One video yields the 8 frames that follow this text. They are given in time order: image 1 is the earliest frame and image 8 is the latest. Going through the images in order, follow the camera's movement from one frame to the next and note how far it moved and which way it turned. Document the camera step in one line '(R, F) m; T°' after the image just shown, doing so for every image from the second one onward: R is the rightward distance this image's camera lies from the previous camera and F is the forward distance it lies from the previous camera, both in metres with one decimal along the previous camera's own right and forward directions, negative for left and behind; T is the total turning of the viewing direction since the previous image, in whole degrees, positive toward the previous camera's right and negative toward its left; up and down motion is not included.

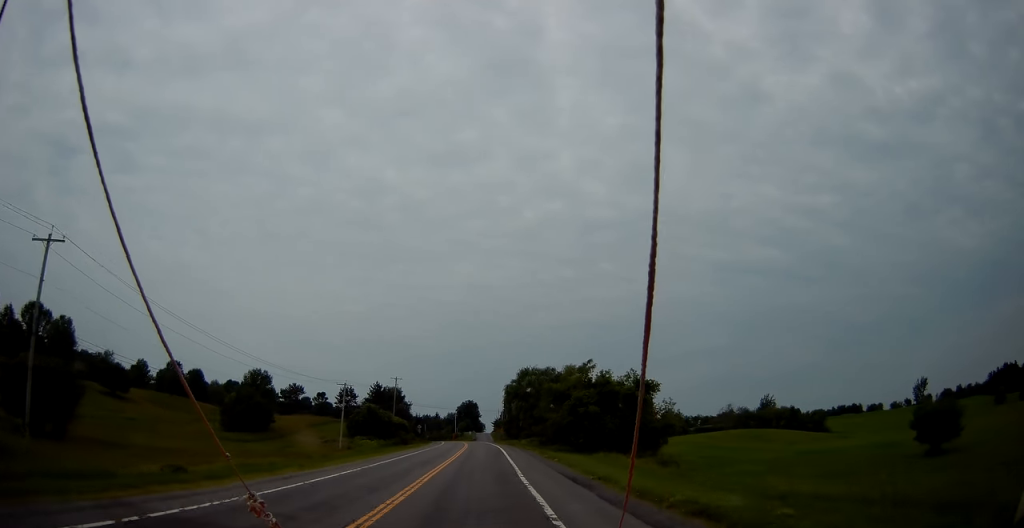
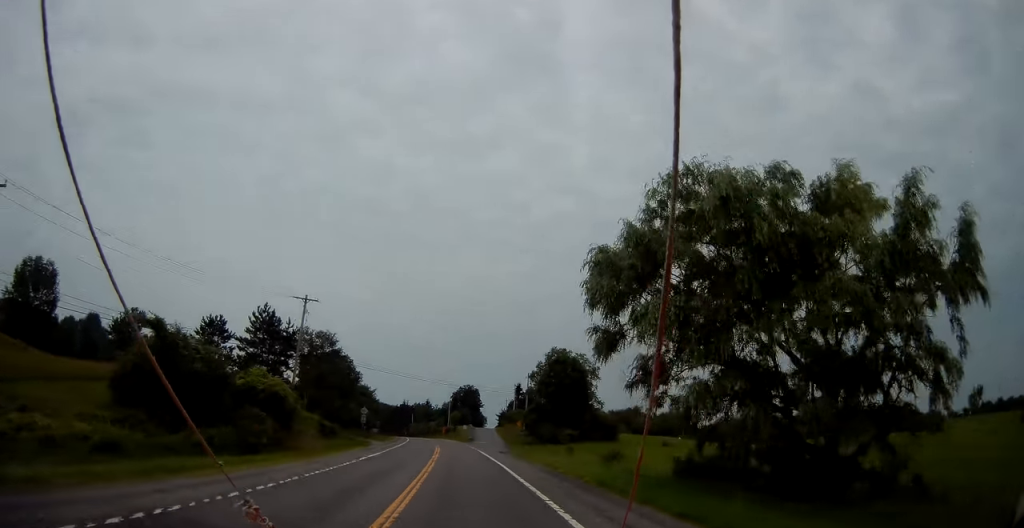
(-0.7, +67.4) m; -1°
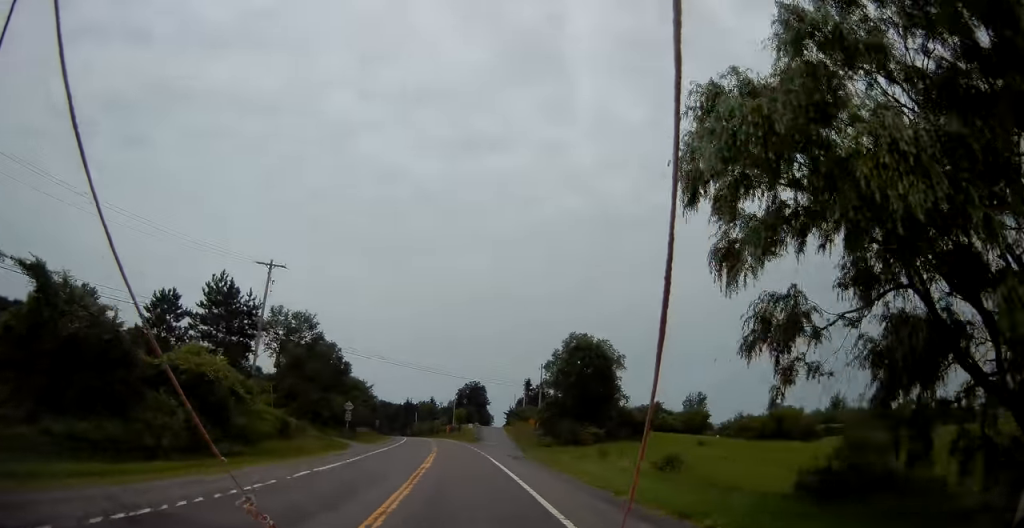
(-0.1, +11.9) m; 0°
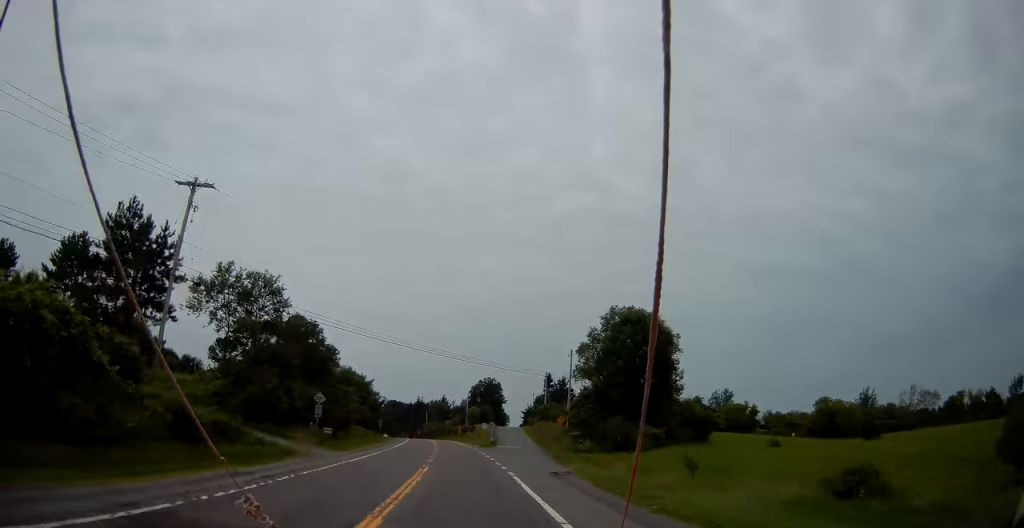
(-0.1, +16.2) m; -1°
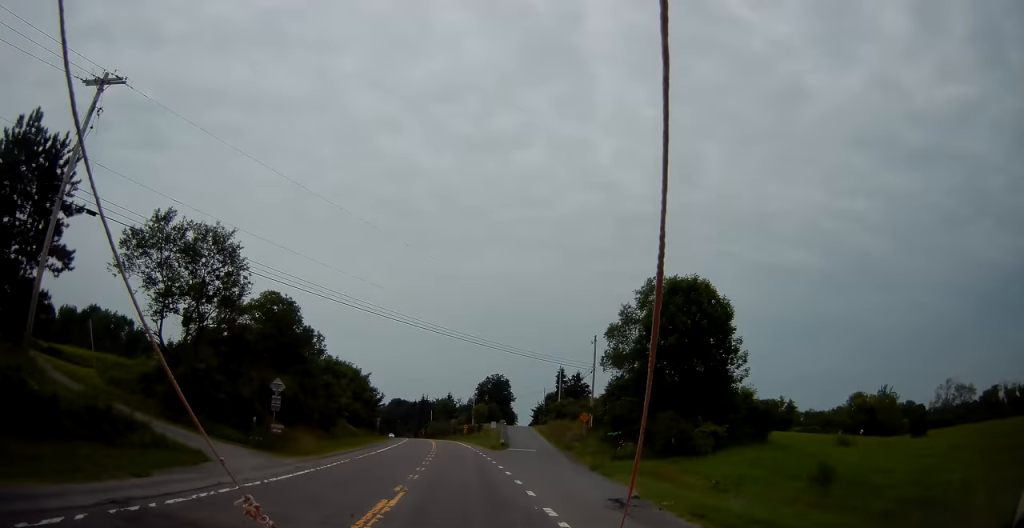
(0.0, +11.1) m; -1°
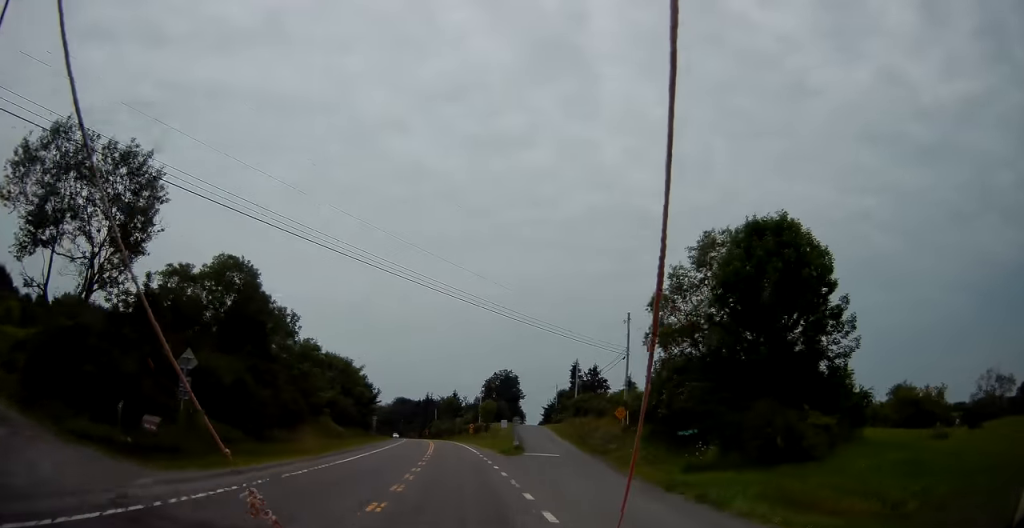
(+0.2, +12.0) m; -1°
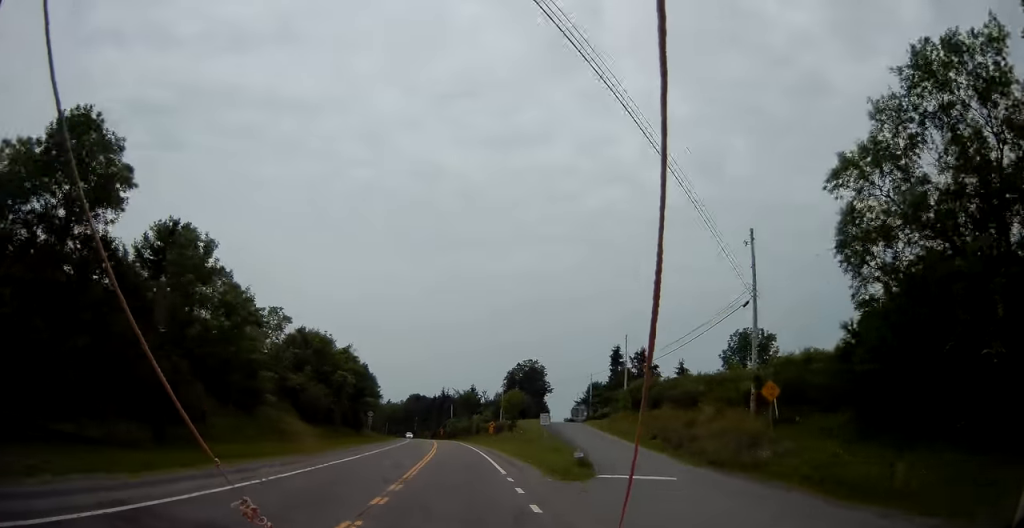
(-0.7, +22.3) m; -2°
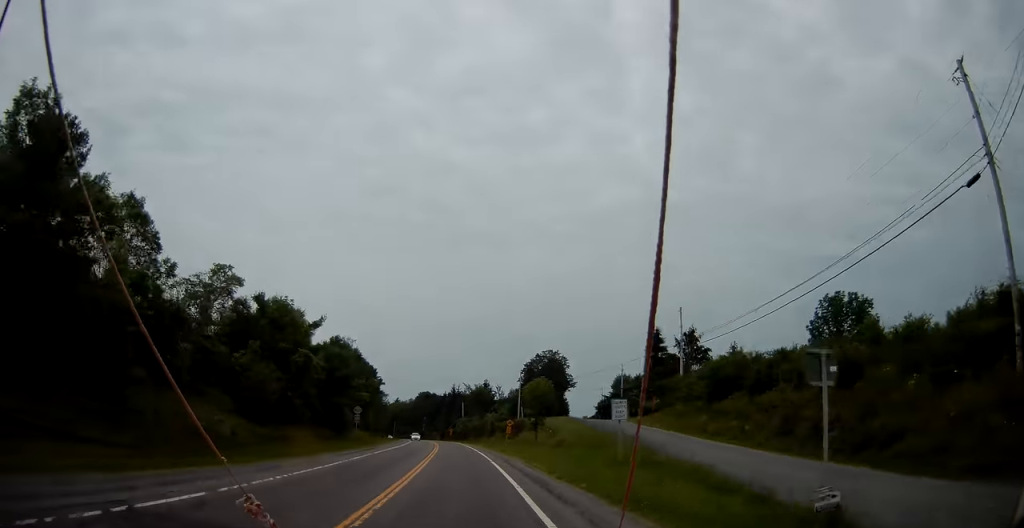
(-0.1, +17.9) m; -1°
